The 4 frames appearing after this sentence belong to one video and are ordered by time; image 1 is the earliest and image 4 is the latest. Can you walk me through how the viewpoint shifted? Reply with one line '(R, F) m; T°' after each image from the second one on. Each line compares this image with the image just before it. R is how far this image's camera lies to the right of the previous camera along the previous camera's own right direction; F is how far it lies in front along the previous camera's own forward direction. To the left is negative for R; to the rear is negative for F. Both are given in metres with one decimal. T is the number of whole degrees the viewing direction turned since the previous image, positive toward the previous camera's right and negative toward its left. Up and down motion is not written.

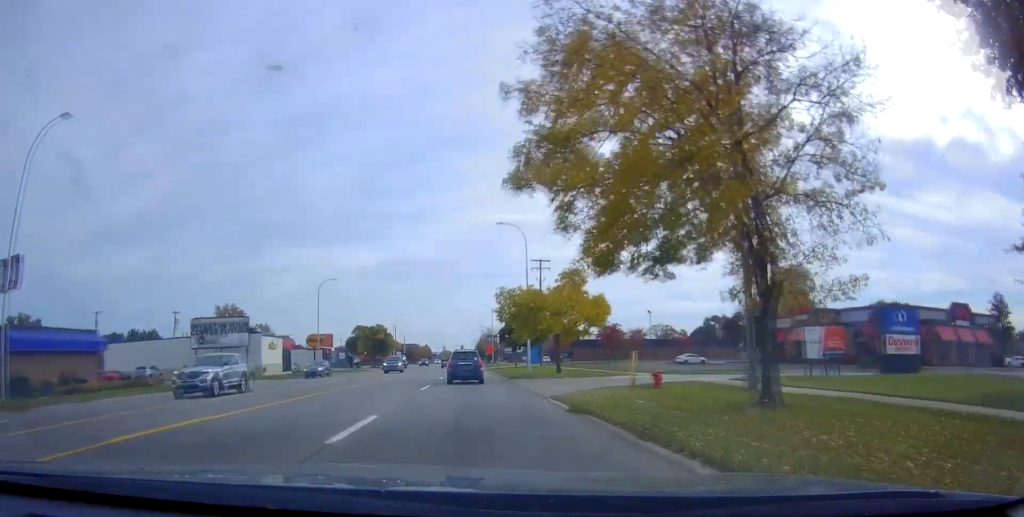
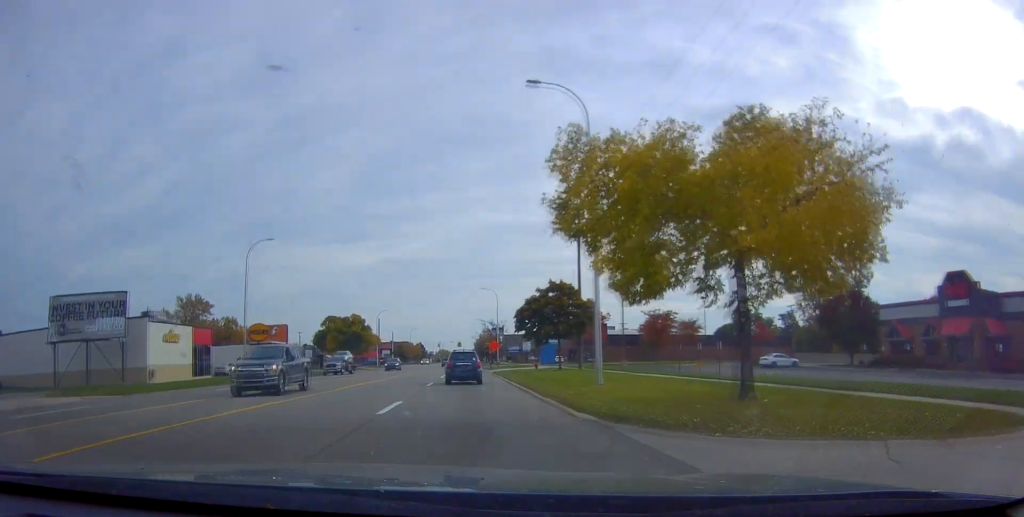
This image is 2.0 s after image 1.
(+0.1, +26.3) m; +2°
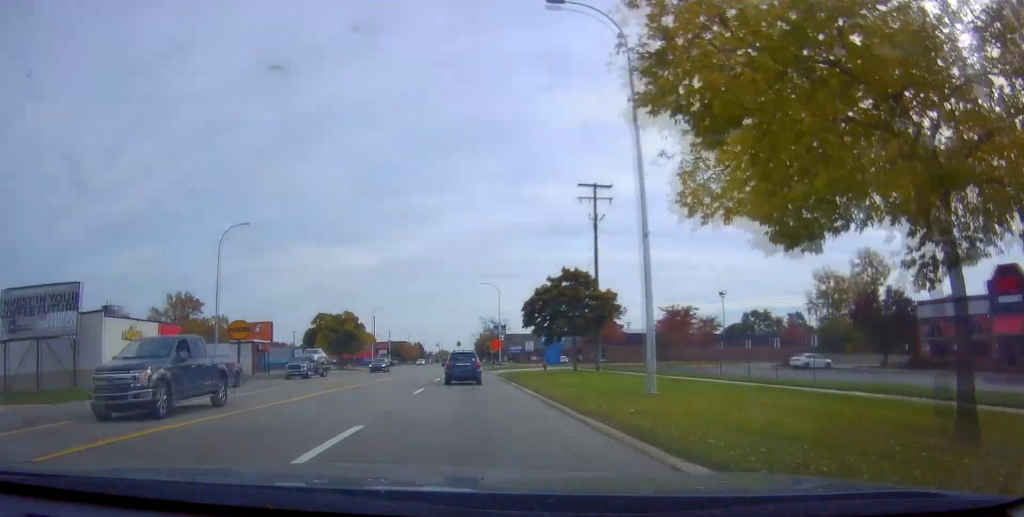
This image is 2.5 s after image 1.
(0.0, +6.4) m; 0°
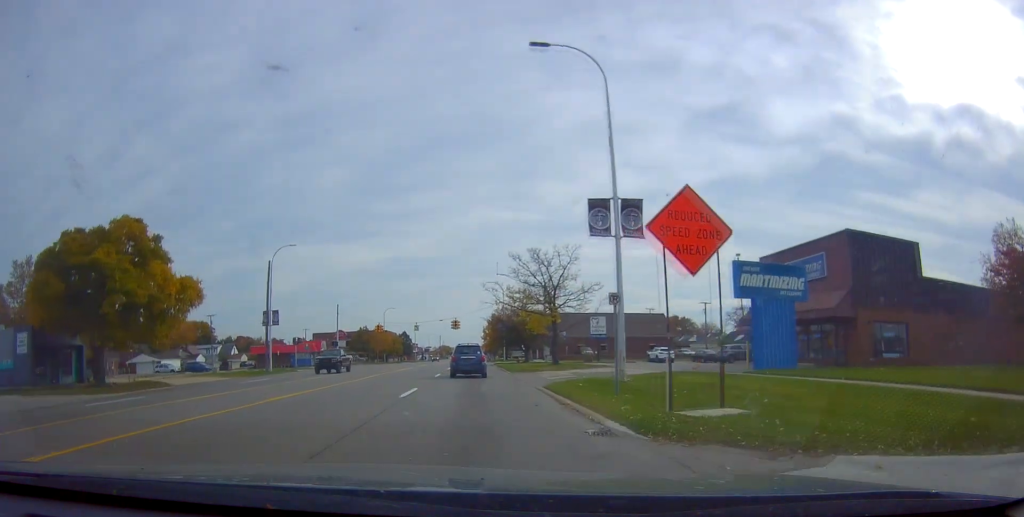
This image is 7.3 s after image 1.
(-1.1, +66.5) m; -1°
